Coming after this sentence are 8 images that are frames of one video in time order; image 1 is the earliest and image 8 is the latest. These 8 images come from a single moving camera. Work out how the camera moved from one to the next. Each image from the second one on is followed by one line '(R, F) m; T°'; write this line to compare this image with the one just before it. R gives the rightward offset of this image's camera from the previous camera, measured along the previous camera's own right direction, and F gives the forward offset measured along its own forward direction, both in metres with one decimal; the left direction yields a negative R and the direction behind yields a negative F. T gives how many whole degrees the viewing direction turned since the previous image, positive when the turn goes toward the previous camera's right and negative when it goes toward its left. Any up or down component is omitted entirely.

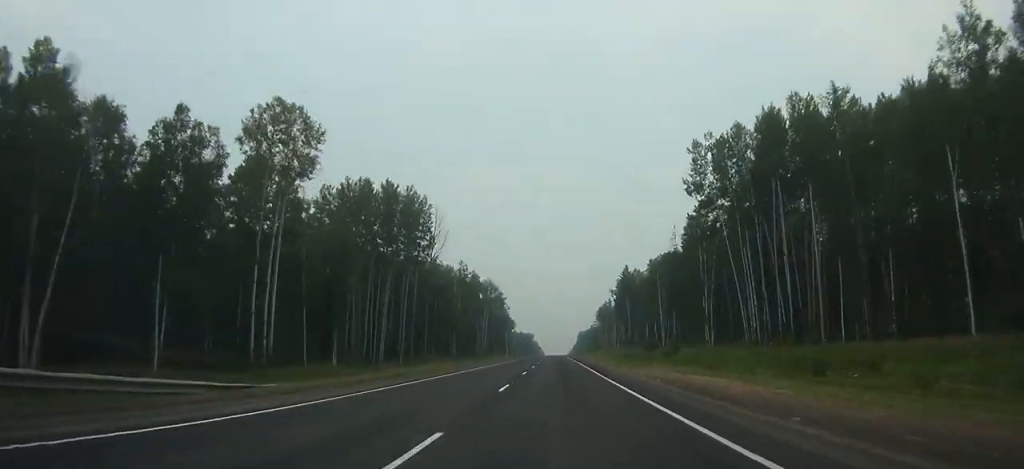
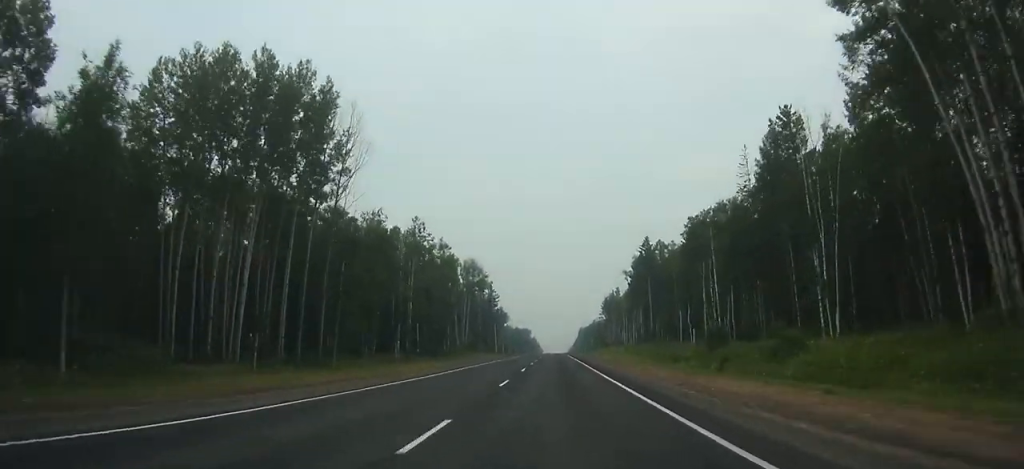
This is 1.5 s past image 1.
(0.0, +45.1) m; 0°
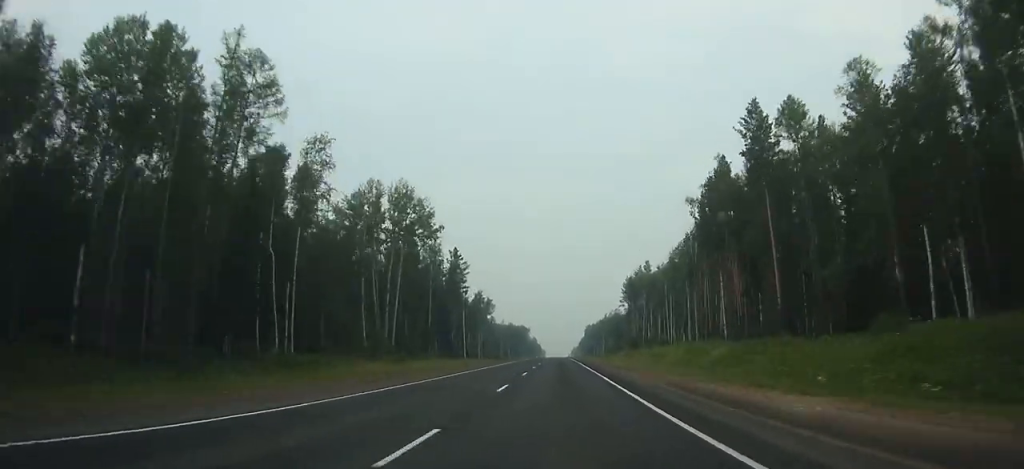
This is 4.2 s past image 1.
(-0.1, +85.4) m; 0°
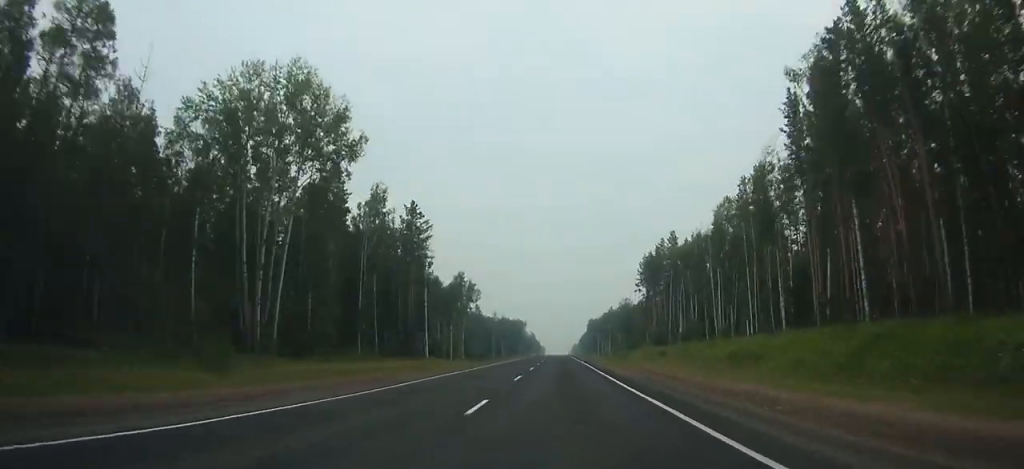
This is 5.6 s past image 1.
(+0.1, +44.0) m; 0°
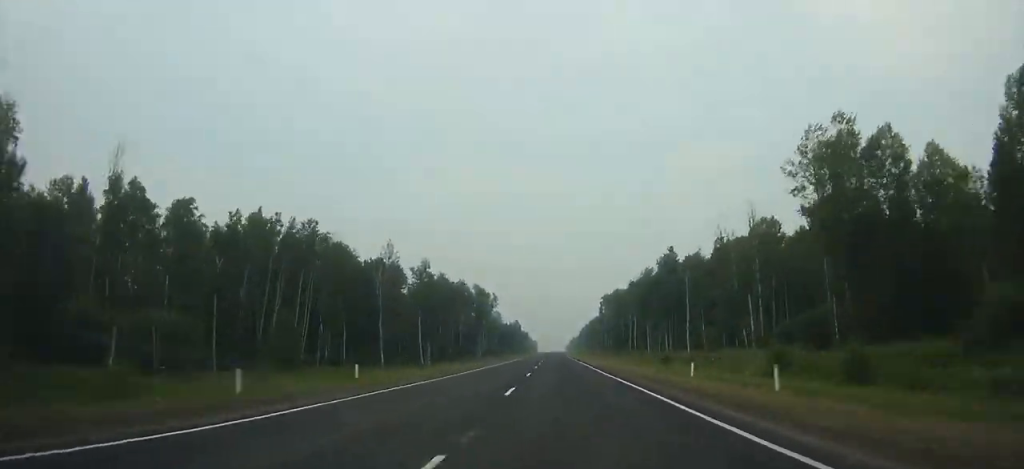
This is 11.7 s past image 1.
(+0.4, +187.9) m; 0°
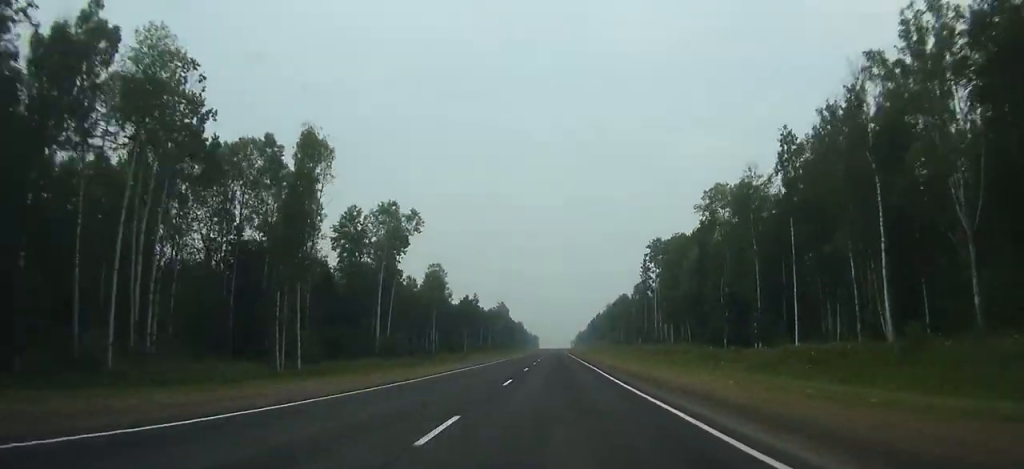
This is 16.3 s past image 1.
(-0.1, +138.4) m; 0°
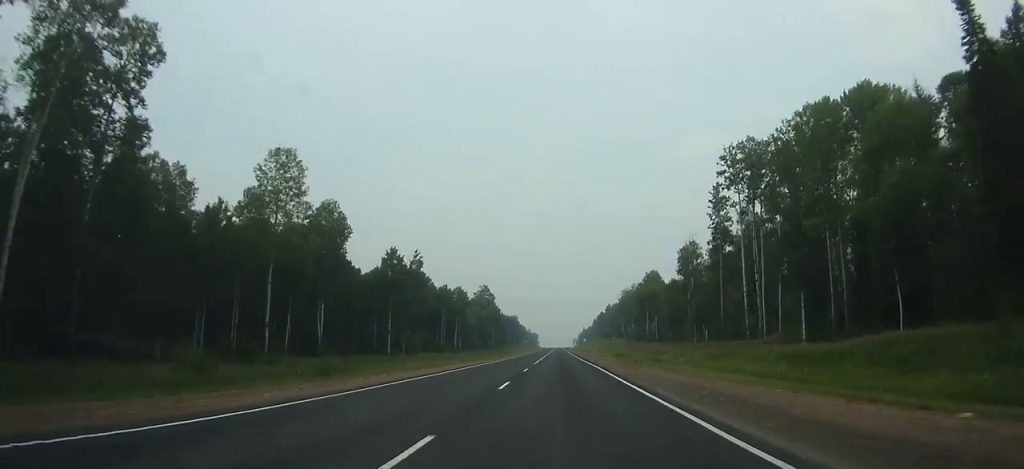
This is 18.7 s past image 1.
(-0.2, +76.4) m; 0°
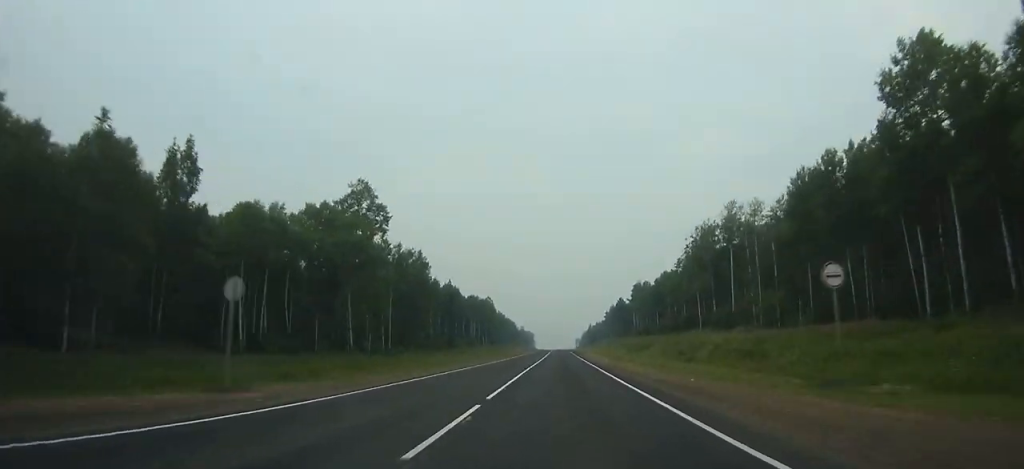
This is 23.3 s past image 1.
(+0.1, +146.2) m; 0°
